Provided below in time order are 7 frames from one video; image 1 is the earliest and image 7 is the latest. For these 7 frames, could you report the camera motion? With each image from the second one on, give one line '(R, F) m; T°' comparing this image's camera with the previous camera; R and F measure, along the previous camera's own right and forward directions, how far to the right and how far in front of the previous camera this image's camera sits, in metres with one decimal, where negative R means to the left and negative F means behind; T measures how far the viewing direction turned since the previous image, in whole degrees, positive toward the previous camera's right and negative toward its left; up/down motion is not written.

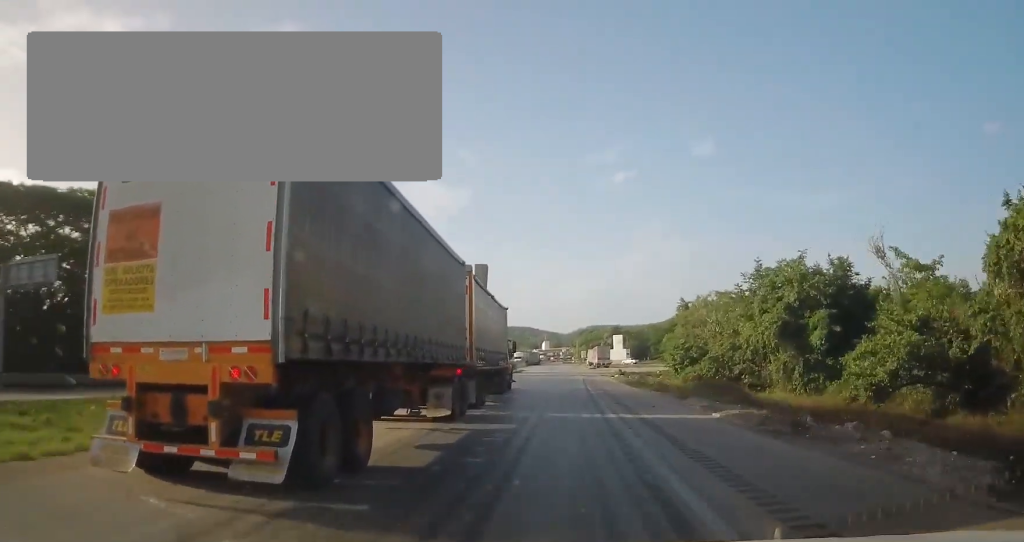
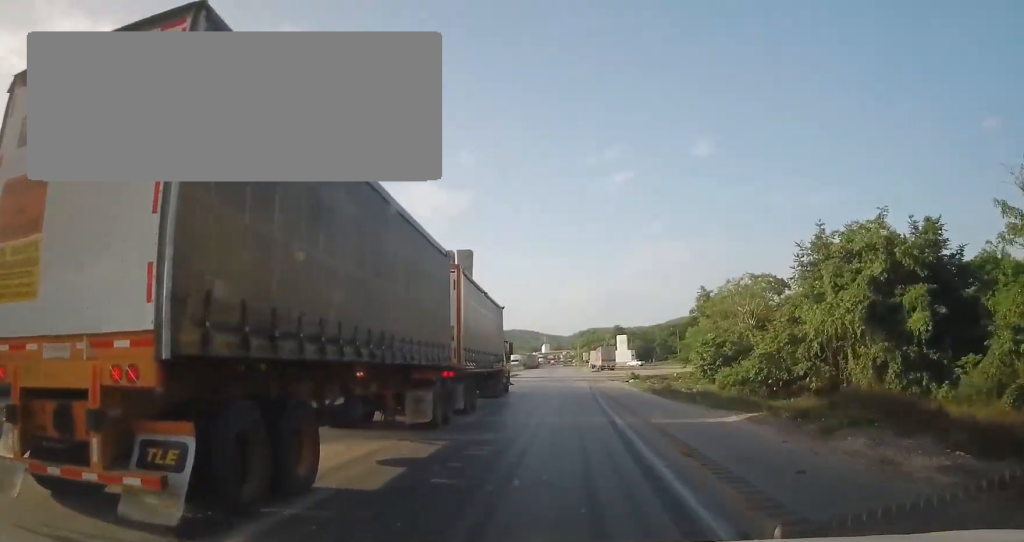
(-0.2, +12.5) m; +2°
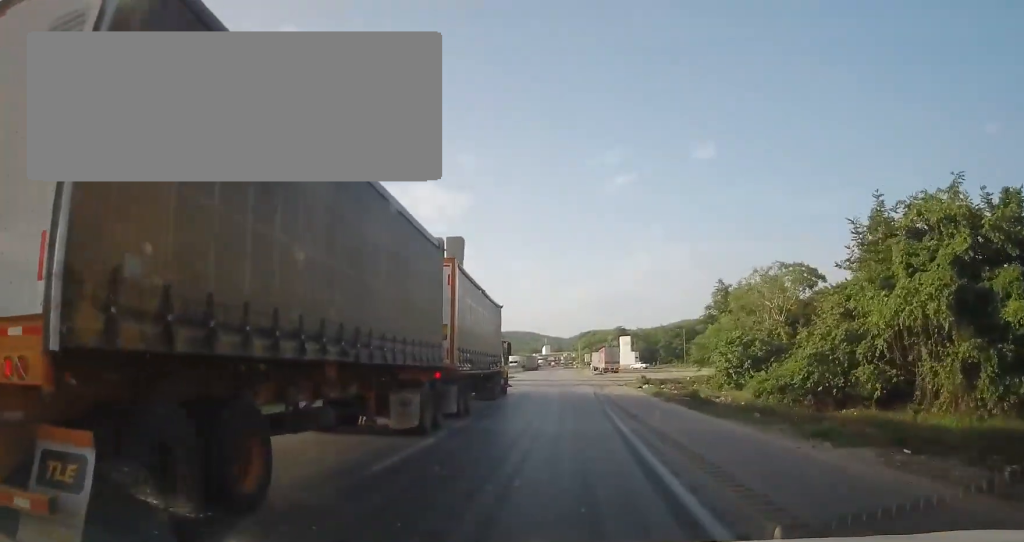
(-0.1, +7.2) m; +1°
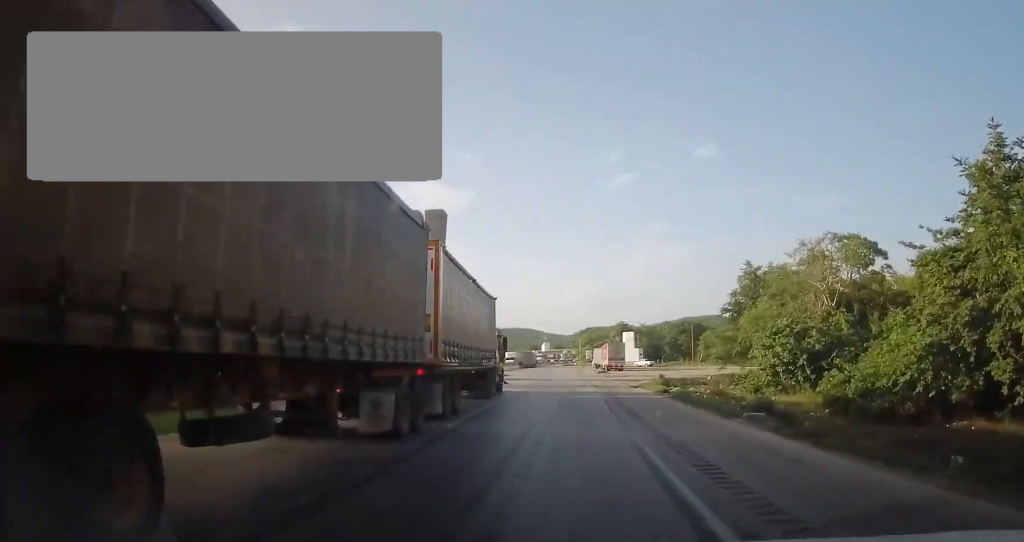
(+0.6, +9.5) m; 0°
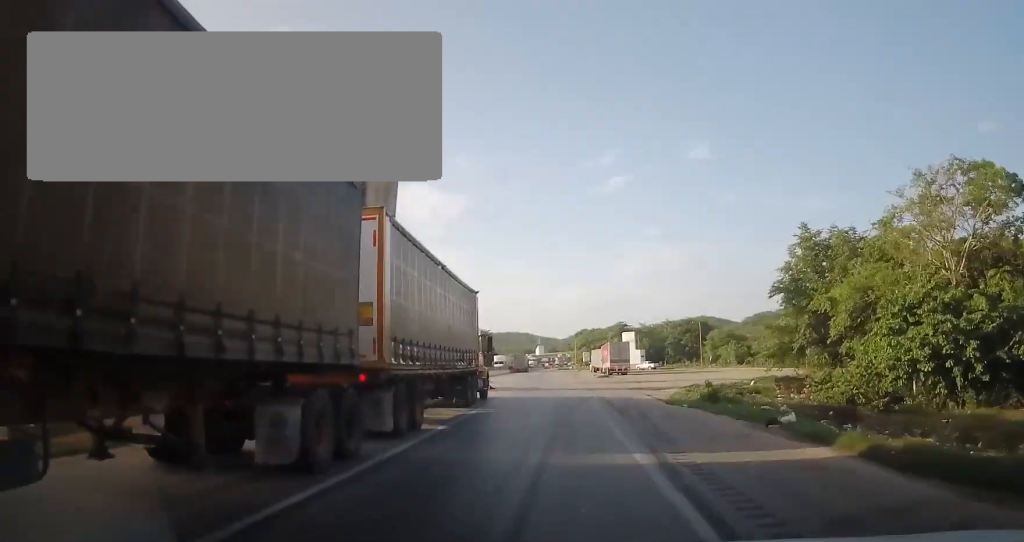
(-0.2, +14.0) m; -1°
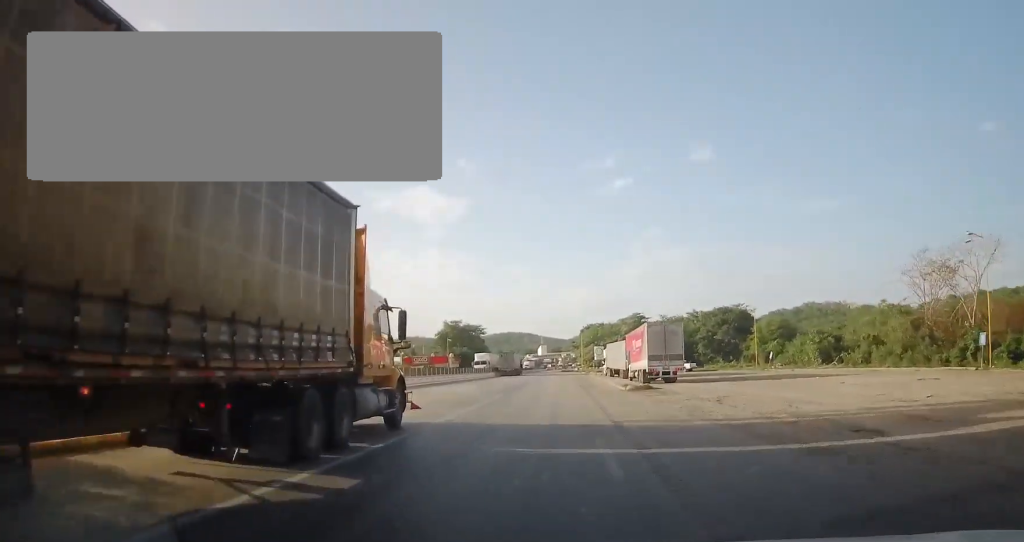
(0.0, +35.0) m; 0°
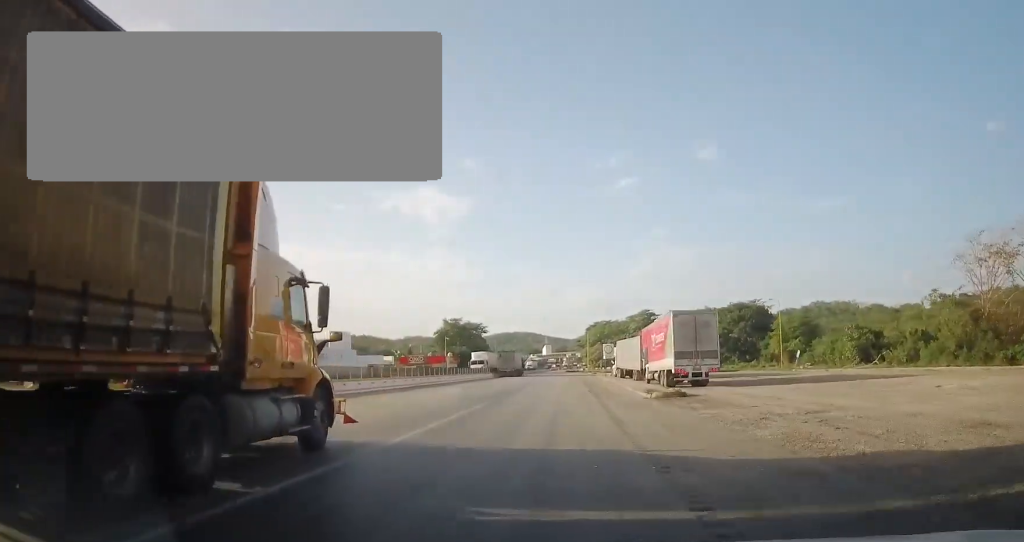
(0.0, +9.0) m; -1°
